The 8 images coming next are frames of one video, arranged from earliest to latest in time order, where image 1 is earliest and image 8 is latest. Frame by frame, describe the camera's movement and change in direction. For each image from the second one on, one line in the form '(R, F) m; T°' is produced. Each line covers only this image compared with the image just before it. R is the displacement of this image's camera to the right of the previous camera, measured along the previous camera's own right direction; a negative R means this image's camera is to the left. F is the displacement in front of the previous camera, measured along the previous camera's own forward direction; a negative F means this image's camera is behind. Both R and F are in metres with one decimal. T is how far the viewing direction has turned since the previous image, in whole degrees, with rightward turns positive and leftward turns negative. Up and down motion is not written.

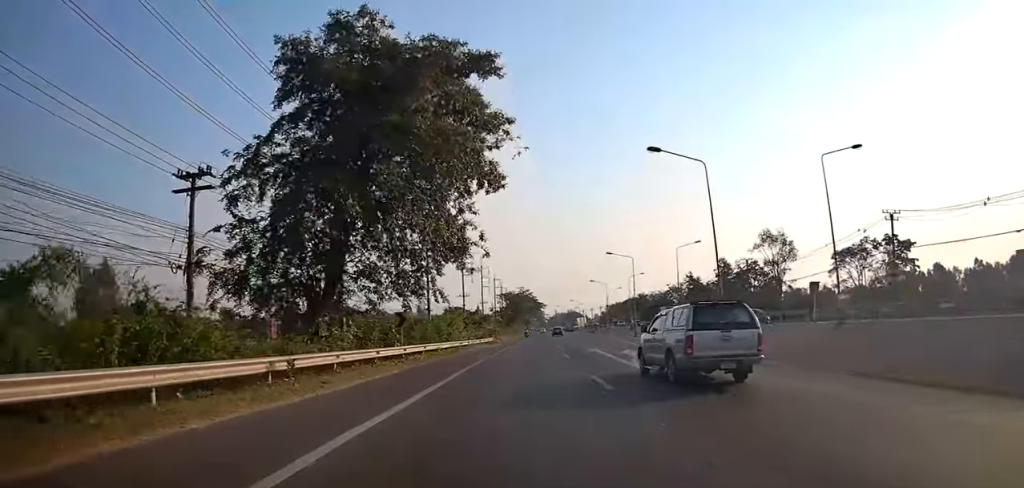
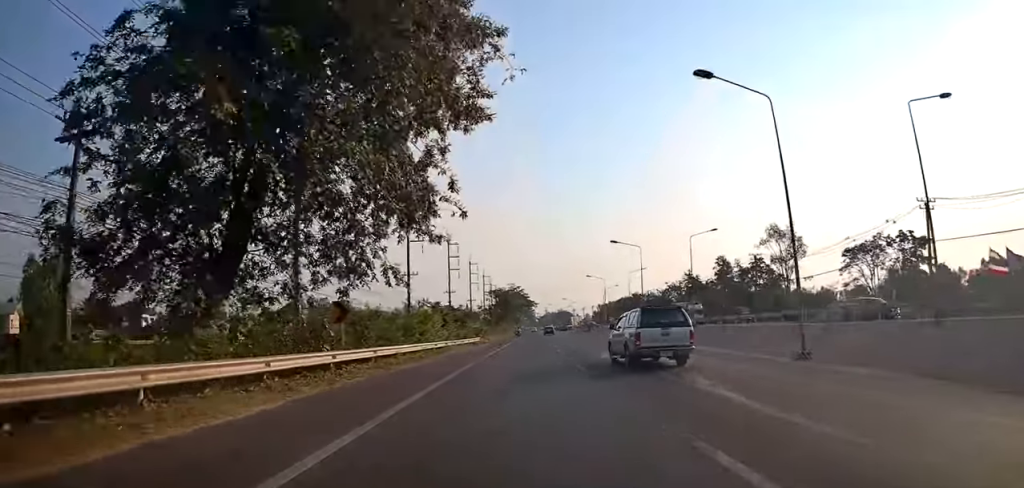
(0.0, +8.3) m; +2°
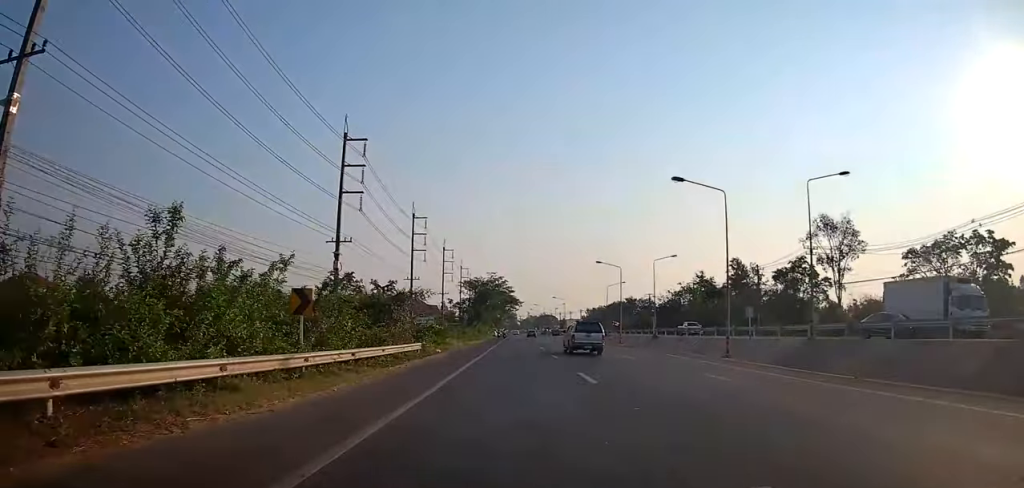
(+1.1, +25.9) m; +1°
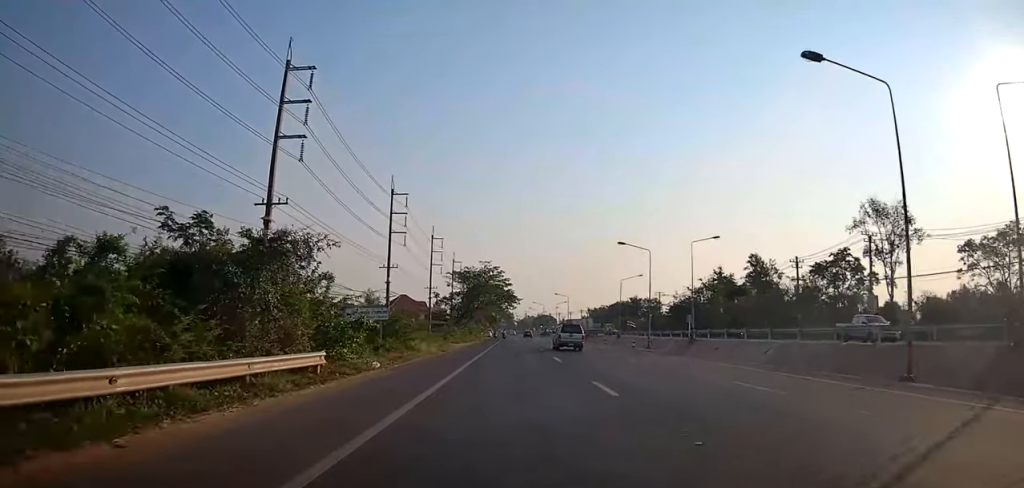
(-0.4, +14.9) m; 0°
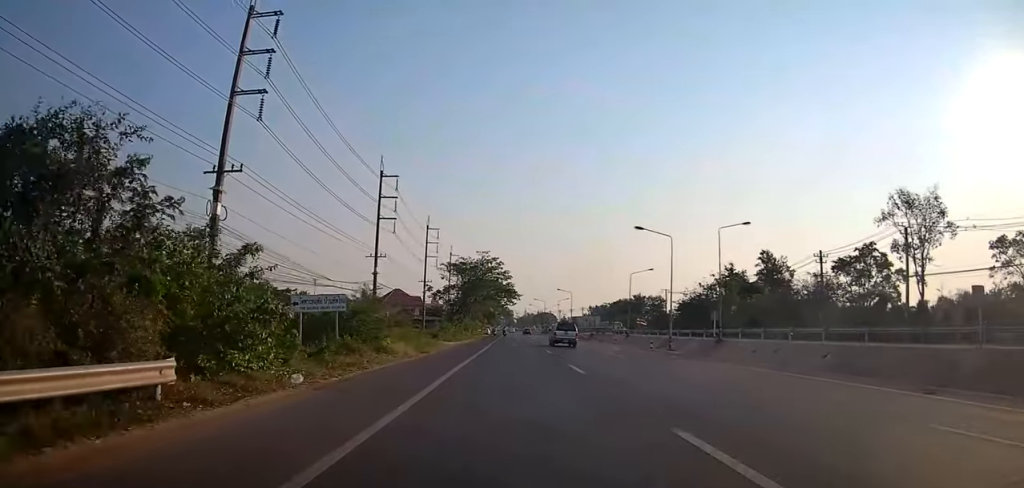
(-0.3, +6.9) m; 0°
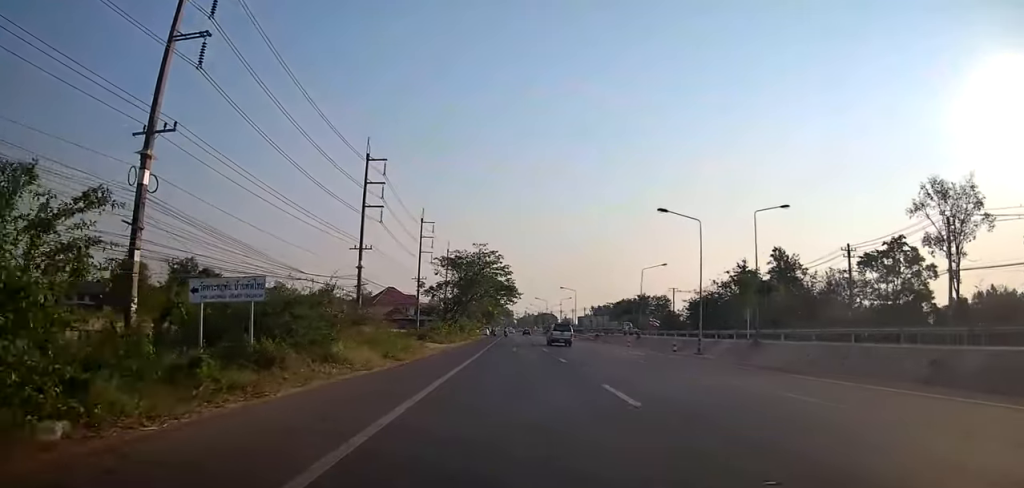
(+0.3, +6.9) m; +1°
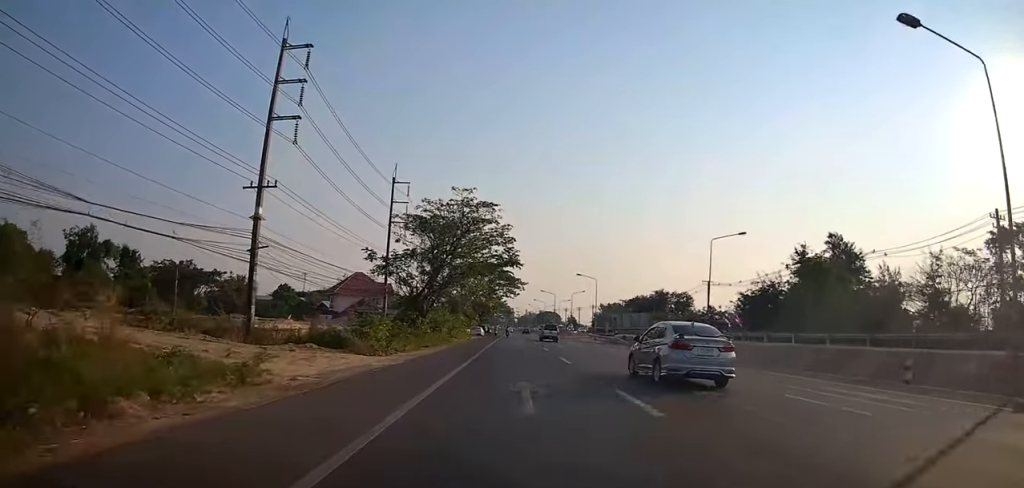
(+0.6, +25.6) m; 0°
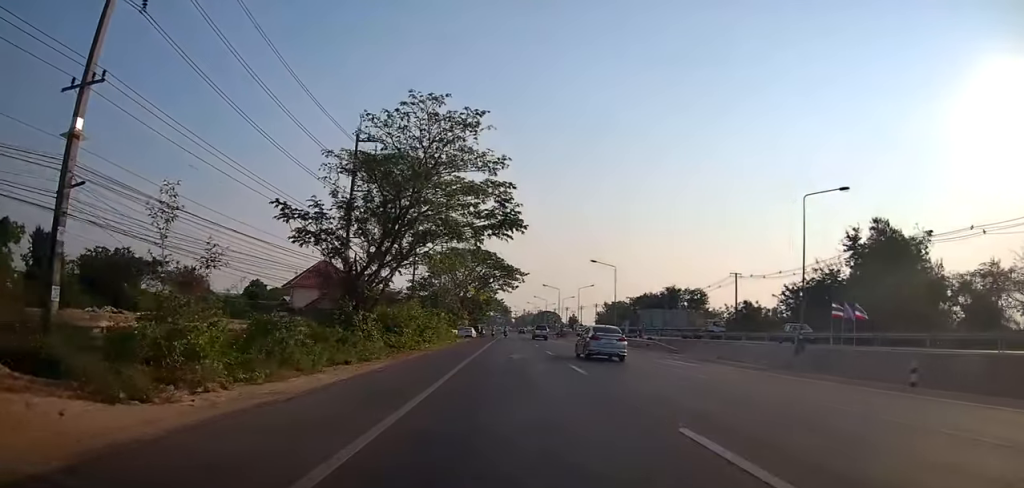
(-0.5, +16.7) m; -1°
